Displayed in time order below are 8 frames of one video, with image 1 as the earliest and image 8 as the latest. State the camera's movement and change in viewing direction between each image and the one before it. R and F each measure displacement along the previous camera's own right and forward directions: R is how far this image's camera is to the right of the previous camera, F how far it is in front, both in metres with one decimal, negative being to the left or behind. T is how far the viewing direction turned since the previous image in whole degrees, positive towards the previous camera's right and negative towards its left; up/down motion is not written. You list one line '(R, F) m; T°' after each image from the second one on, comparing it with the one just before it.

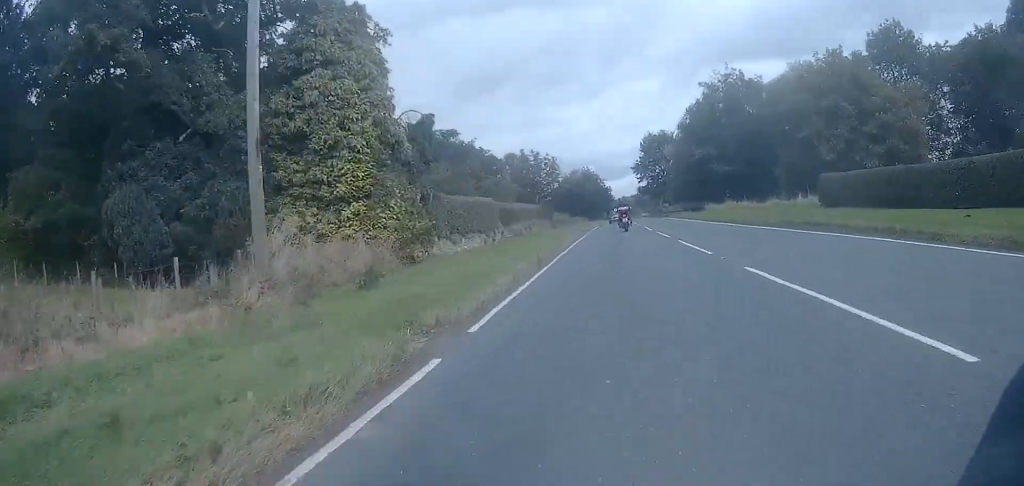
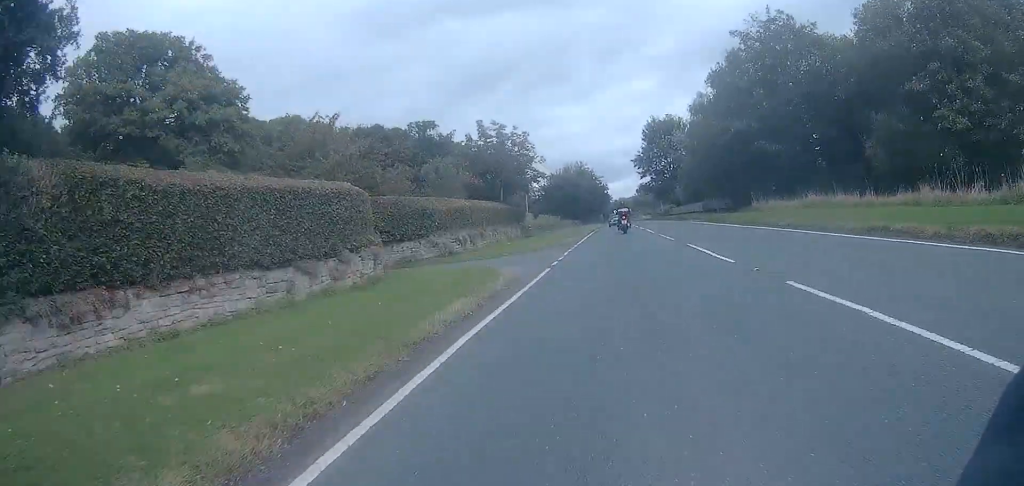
(0.0, +19.5) m; 0°
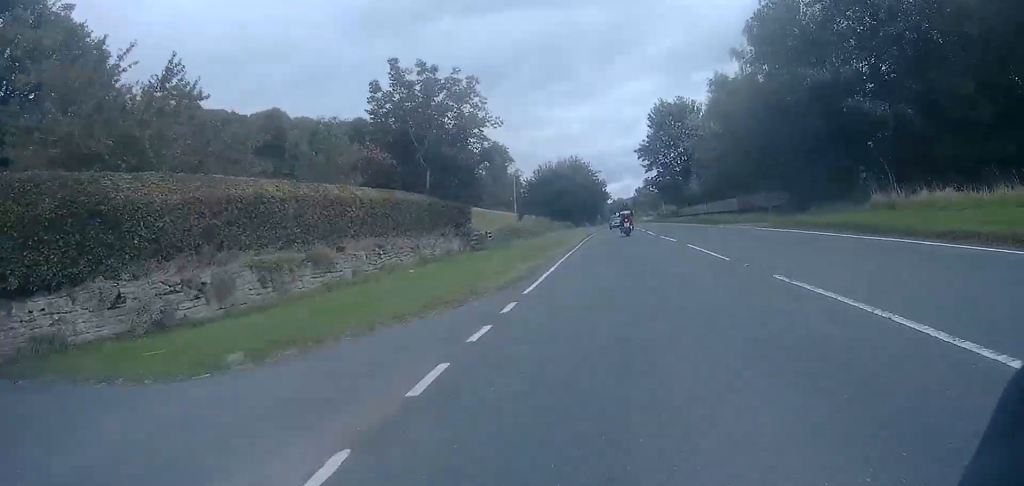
(0.0, +17.3) m; 0°
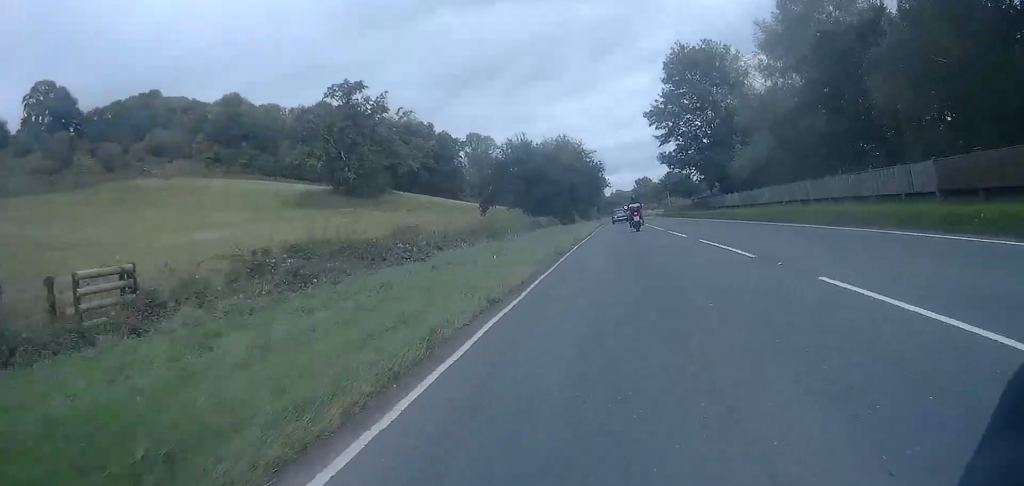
(+0.1, +27.8) m; 0°
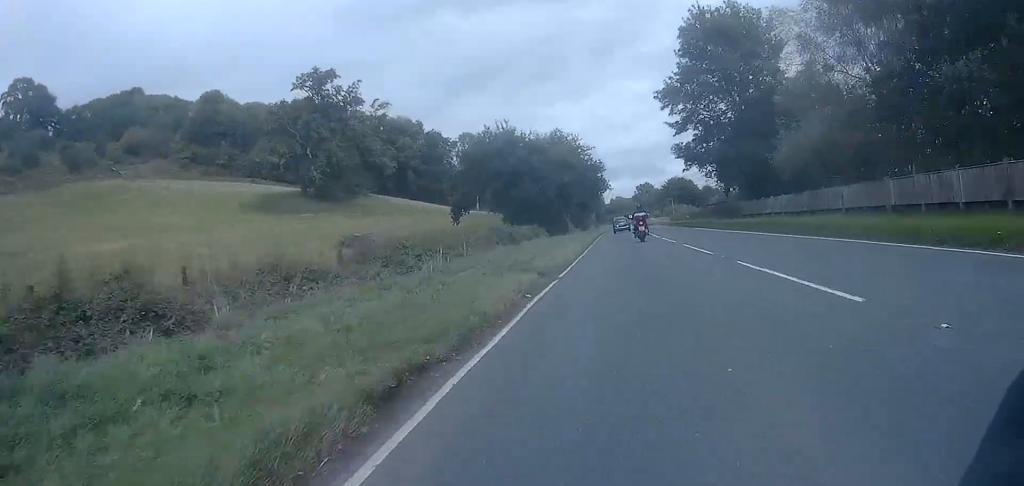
(0.0, +13.6) m; 0°
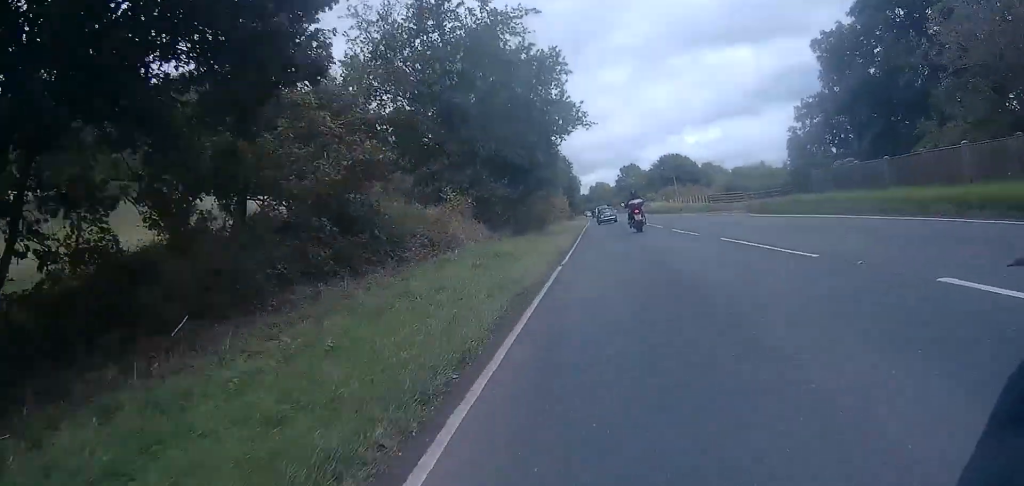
(+0.4, +51.6) m; +1°
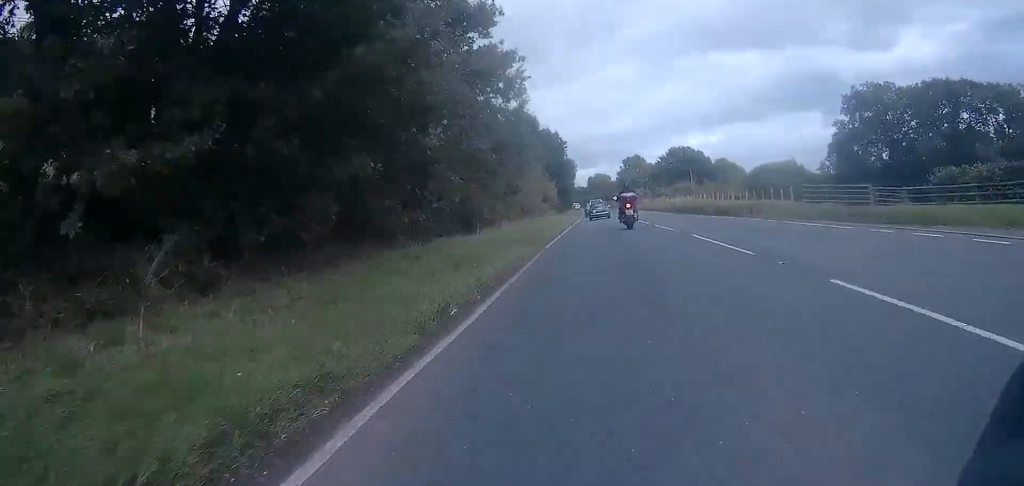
(+0.1, +25.5) m; 0°
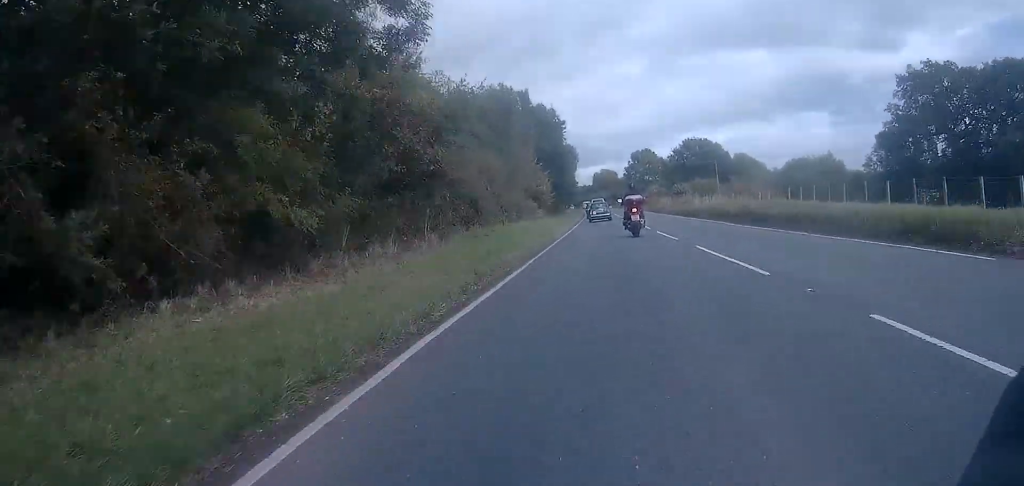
(-0.1, +19.3) m; 0°
